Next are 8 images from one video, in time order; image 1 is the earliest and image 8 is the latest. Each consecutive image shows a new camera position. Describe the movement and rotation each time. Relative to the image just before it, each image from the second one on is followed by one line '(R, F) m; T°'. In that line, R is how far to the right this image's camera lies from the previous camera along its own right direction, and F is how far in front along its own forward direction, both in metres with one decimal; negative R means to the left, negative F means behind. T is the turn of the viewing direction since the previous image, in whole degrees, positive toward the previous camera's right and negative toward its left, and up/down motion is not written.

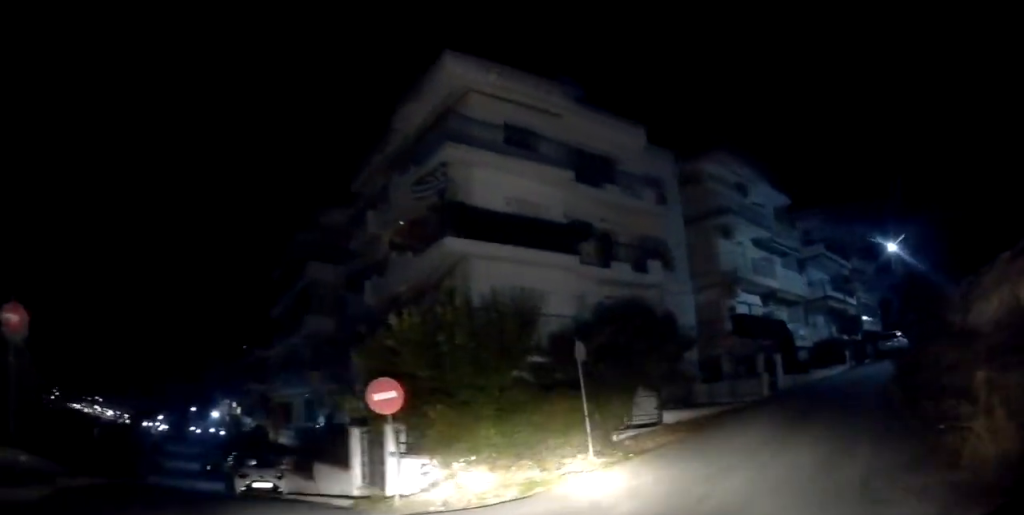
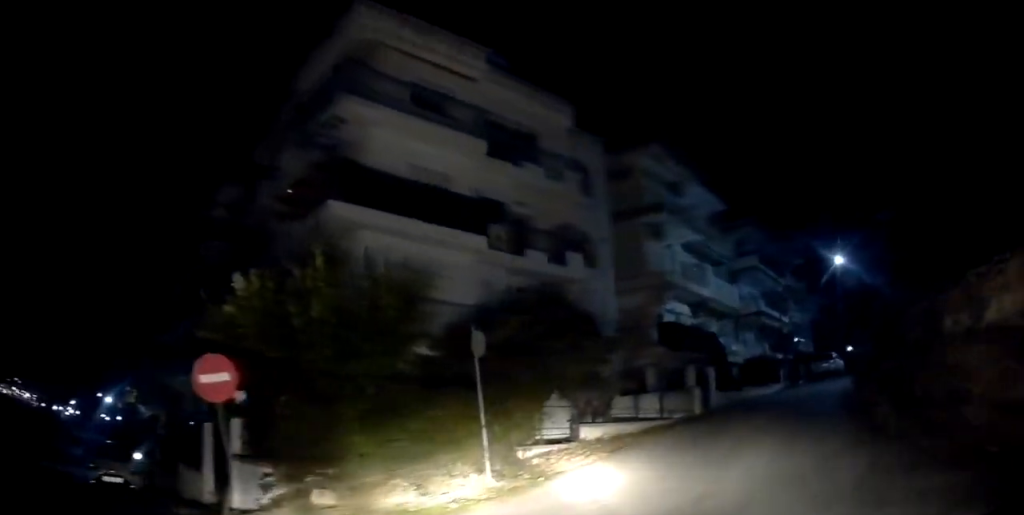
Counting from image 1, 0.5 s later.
(+0.1, +2.9) m; +8°
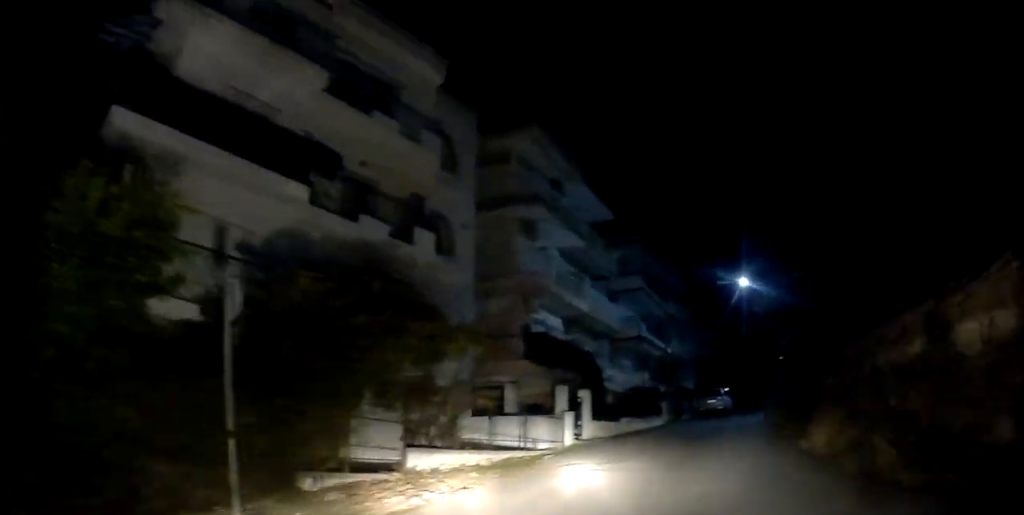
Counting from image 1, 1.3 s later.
(+0.5, +4.0) m; +11°
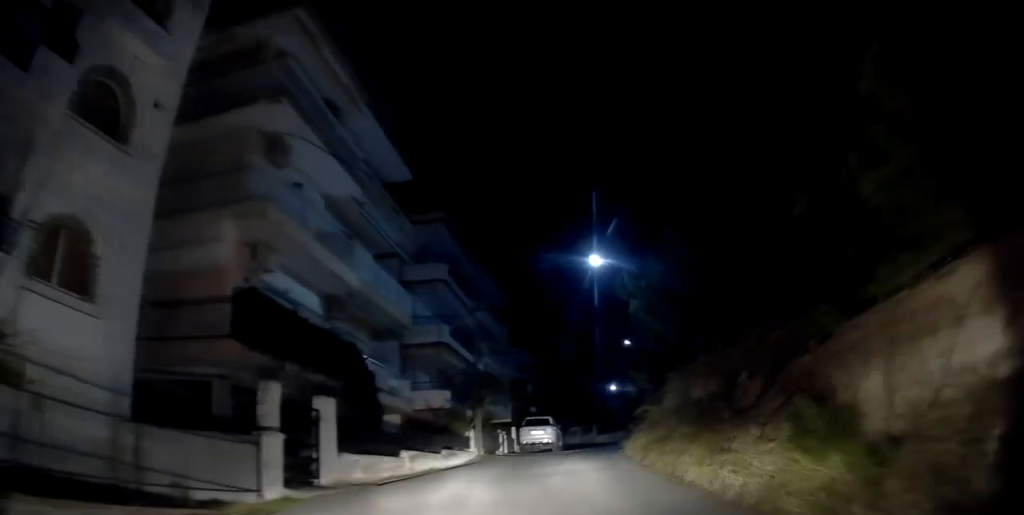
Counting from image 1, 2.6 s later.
(+1.2, +7.8) m; +16°
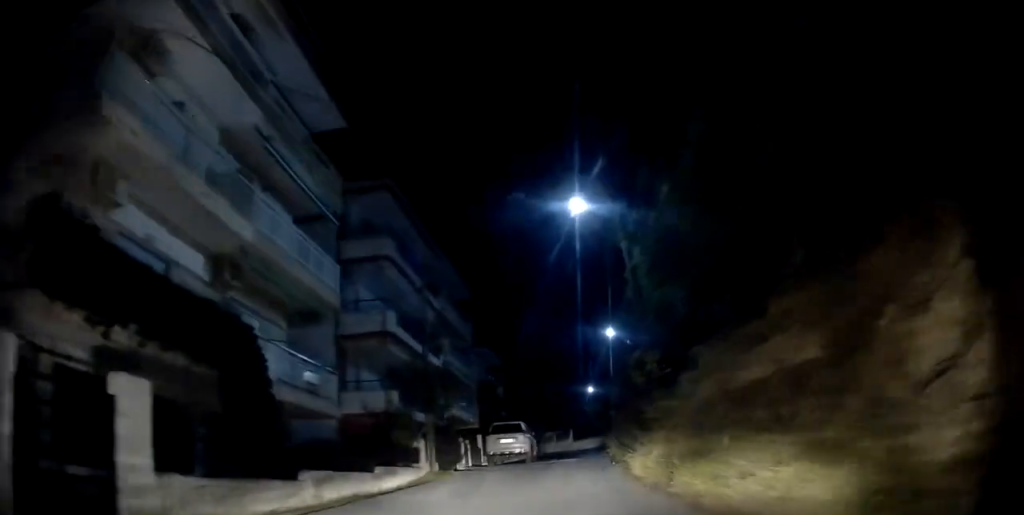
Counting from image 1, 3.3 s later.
(+0.4, +4.8) m; +5°
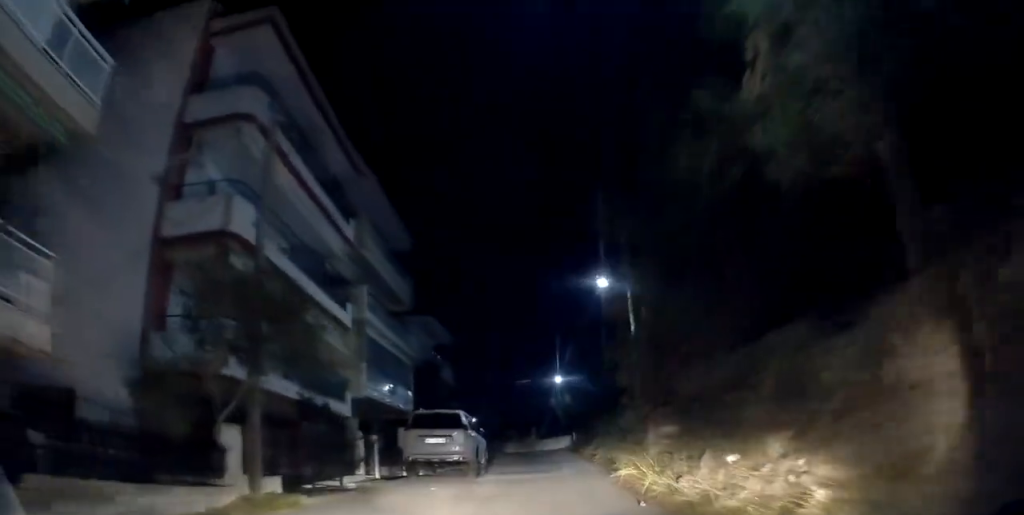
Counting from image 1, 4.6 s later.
(+0.5, +9.2) m; +5°
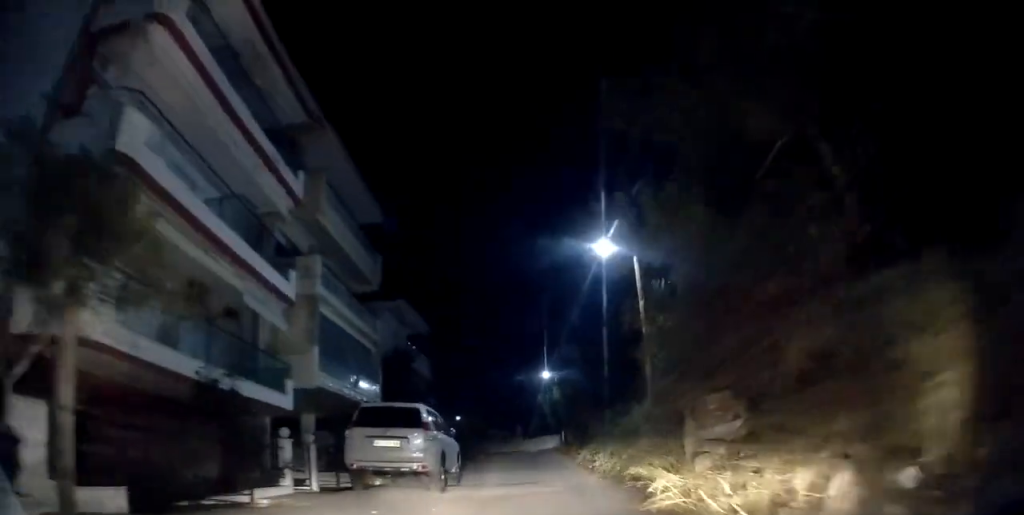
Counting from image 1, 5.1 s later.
(0.0, +3.6) m; +1°
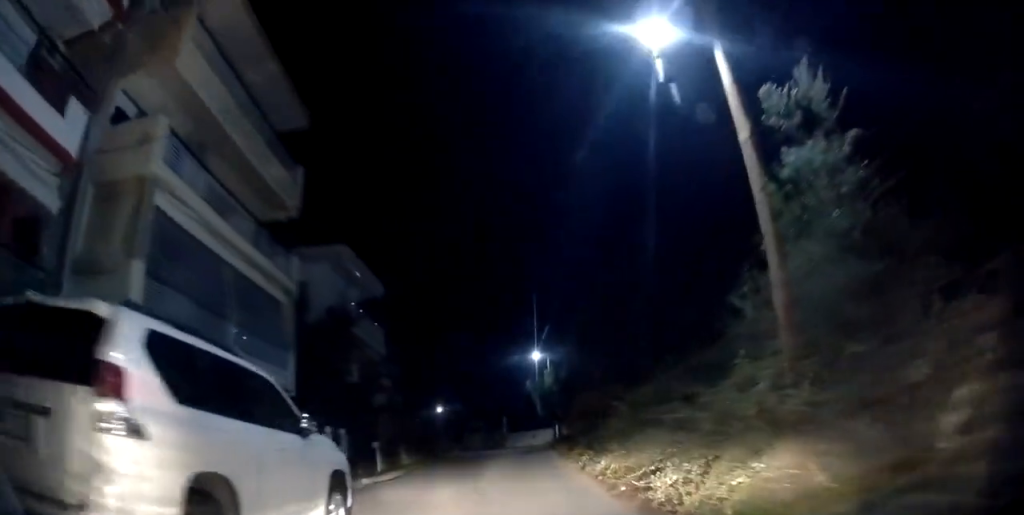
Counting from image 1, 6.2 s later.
(+0.3, +8.3) m; 0°
